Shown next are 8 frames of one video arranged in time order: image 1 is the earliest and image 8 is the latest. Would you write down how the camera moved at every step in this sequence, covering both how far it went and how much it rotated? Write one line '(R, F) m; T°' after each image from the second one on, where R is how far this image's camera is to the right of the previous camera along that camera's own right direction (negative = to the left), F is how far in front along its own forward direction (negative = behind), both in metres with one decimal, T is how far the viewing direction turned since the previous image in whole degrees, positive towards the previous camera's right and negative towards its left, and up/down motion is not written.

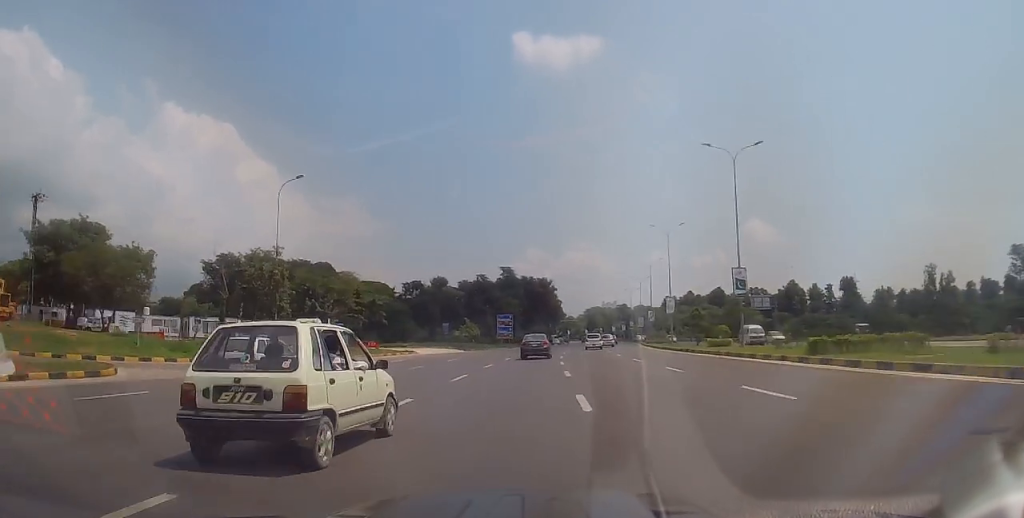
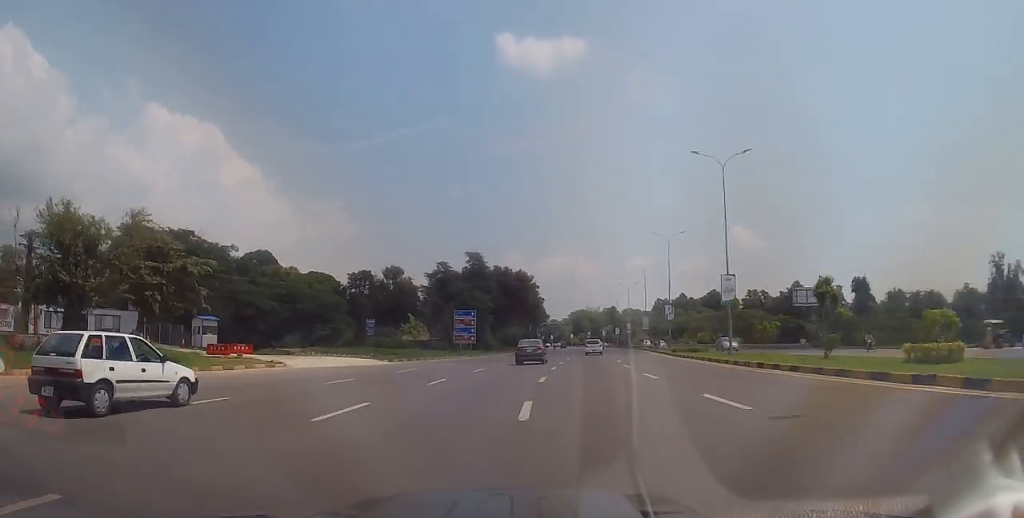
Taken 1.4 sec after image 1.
(-0.4, +27.4) m; -1°
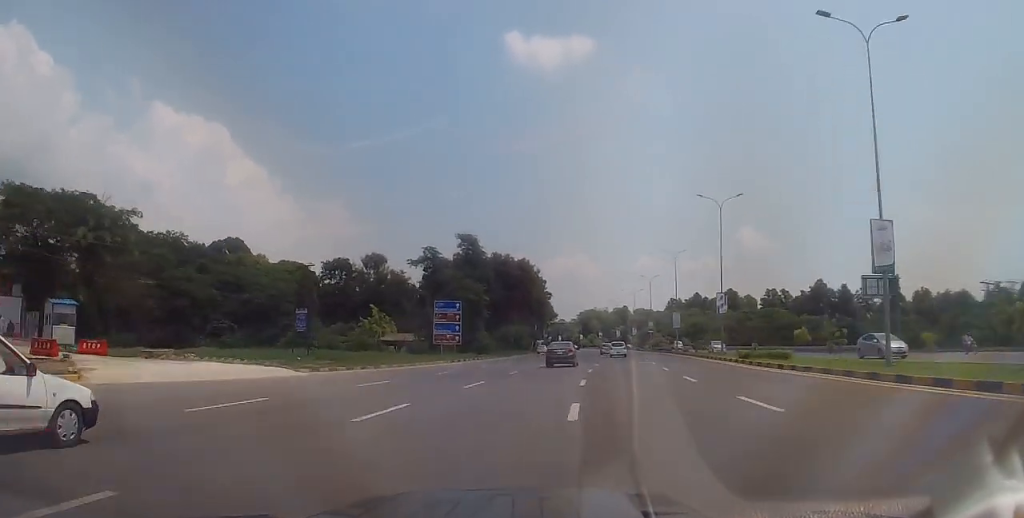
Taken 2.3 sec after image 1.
(0.0, +17.7) m; +2°
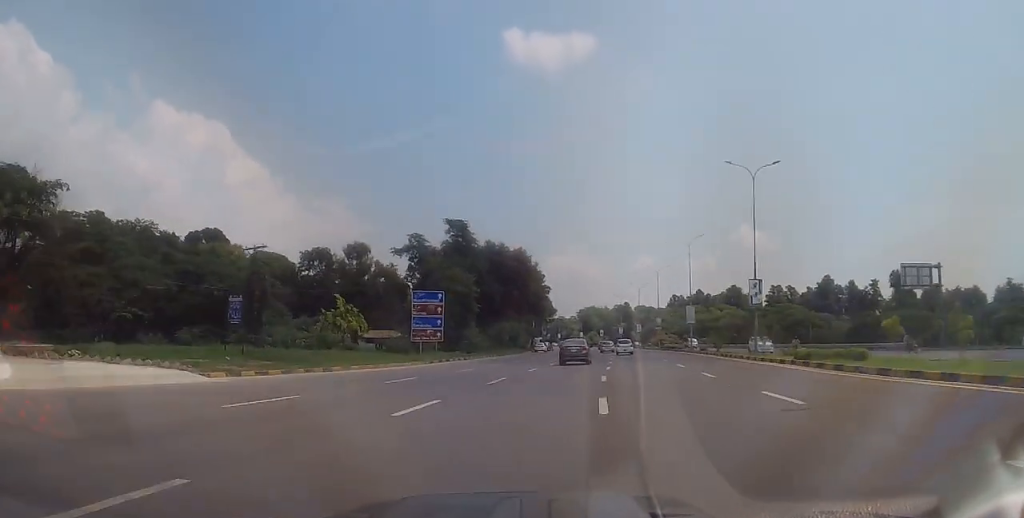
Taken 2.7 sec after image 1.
(+0.3, +8.5) m; +1°
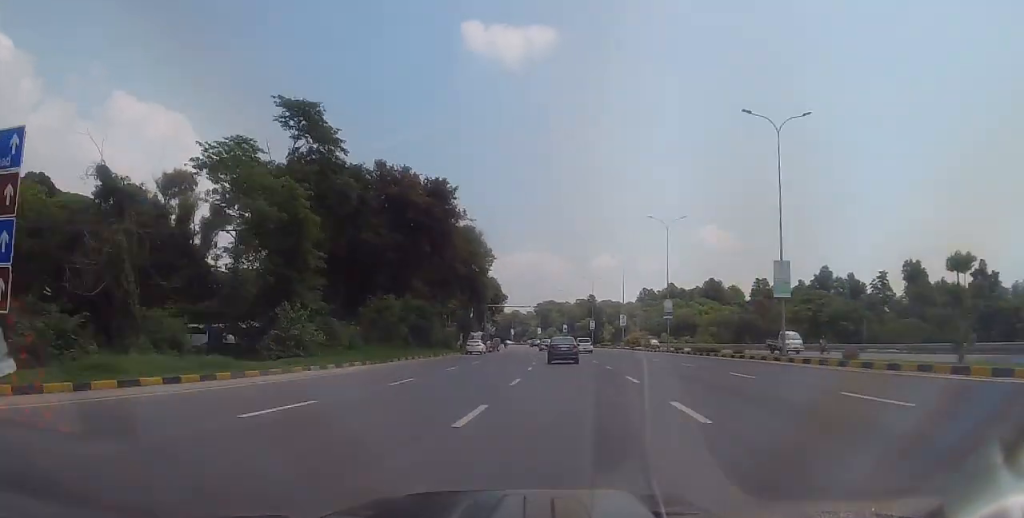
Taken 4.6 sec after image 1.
(+0.7, +37.5) m; +1°
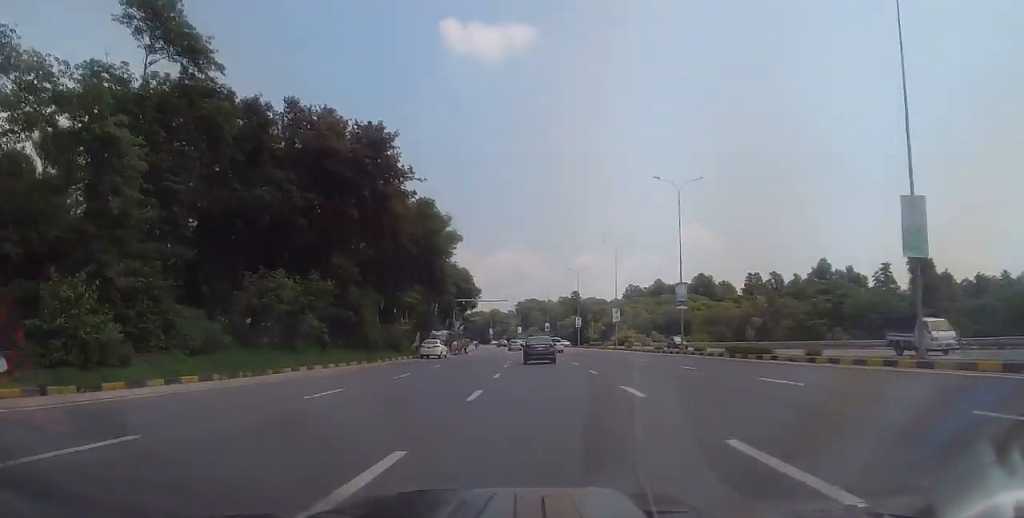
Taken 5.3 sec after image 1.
(0.0, +13.9) m; 0°
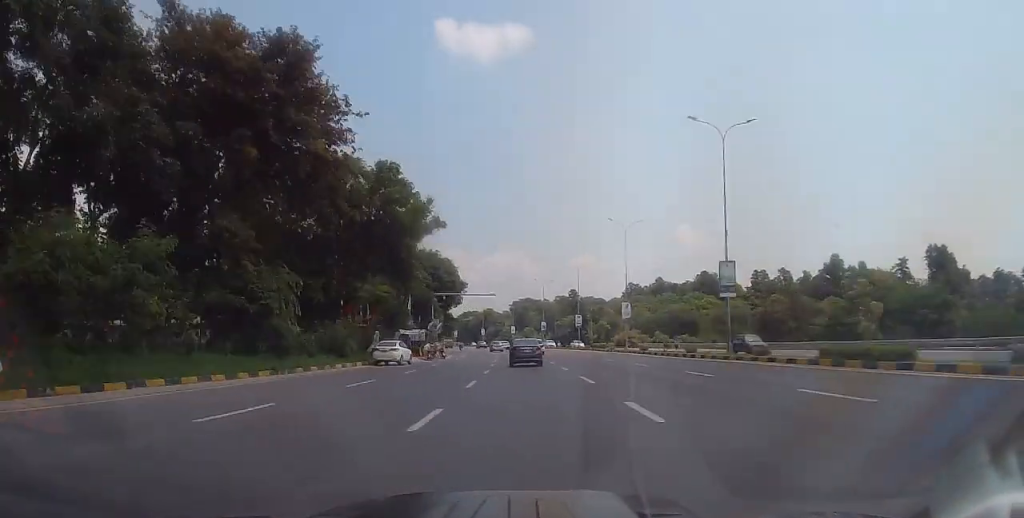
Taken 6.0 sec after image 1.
(+0.1, +12.6) m; 0°
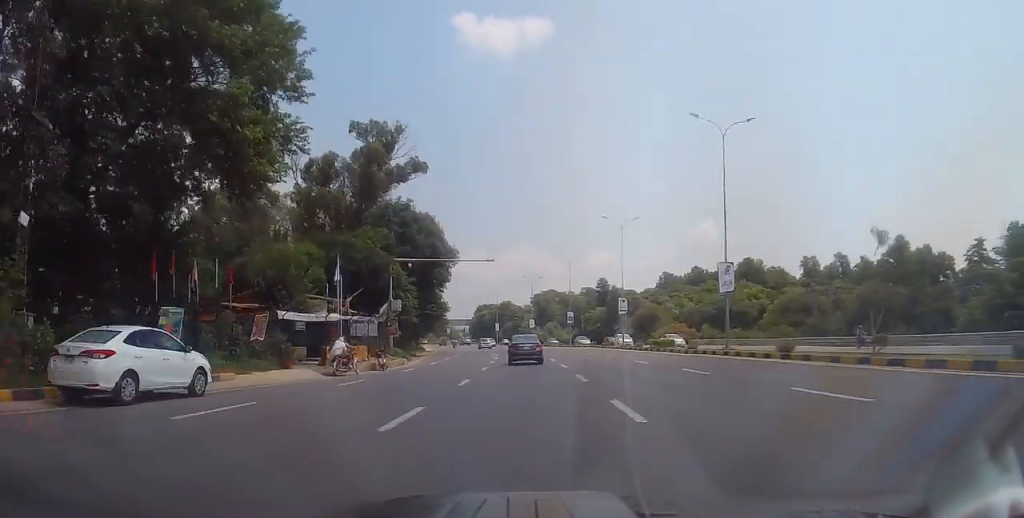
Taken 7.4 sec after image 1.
(-0.3, +27.5) m; -2°
